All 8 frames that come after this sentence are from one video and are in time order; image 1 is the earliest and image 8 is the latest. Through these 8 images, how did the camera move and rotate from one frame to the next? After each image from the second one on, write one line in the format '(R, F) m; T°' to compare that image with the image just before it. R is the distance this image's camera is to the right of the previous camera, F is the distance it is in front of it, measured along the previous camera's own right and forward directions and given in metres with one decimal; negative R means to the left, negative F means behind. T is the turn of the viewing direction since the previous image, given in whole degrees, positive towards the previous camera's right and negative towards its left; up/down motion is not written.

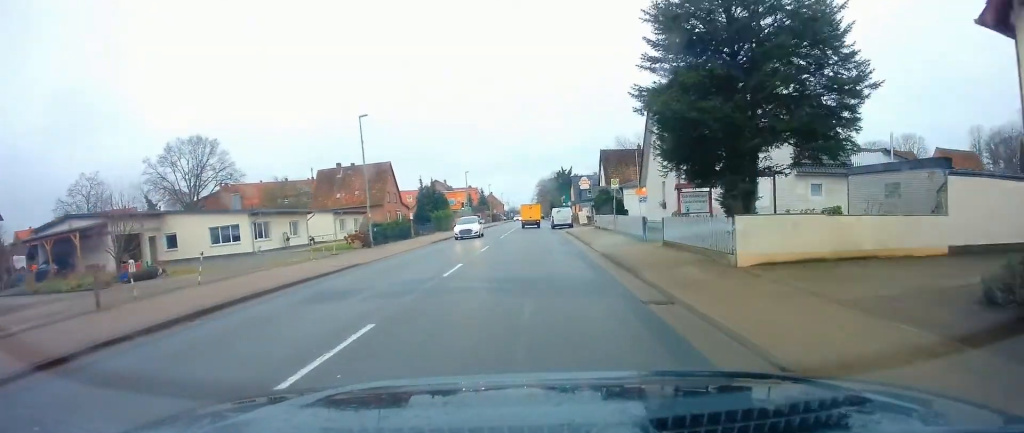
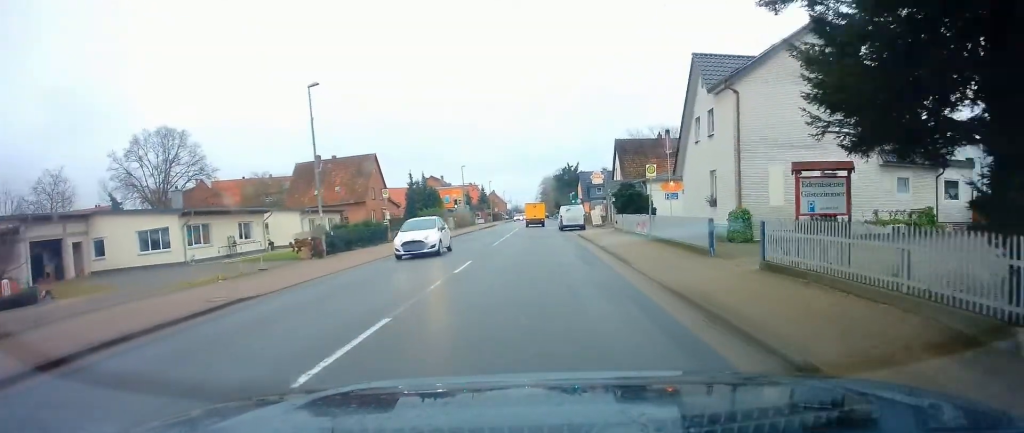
(-0.2, +8.5) m; 0°
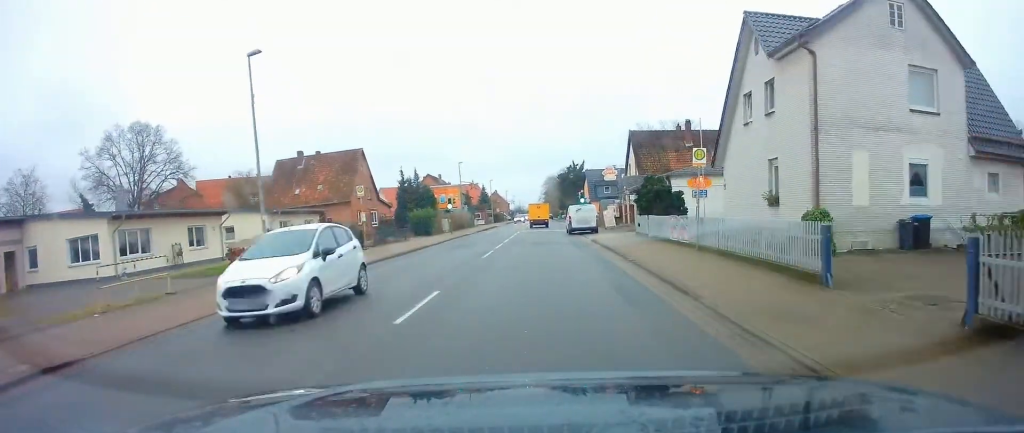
(+0.1, +6.2) m; 0°
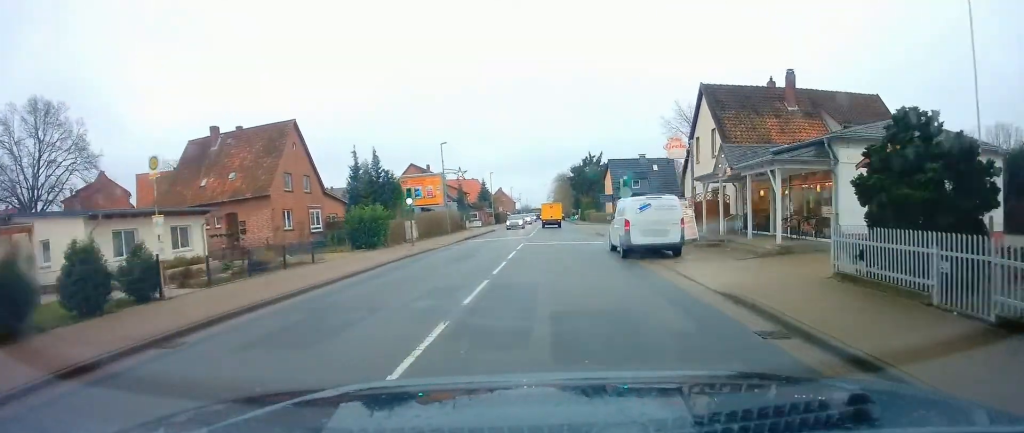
(-0.2, +18.7) m; -1°
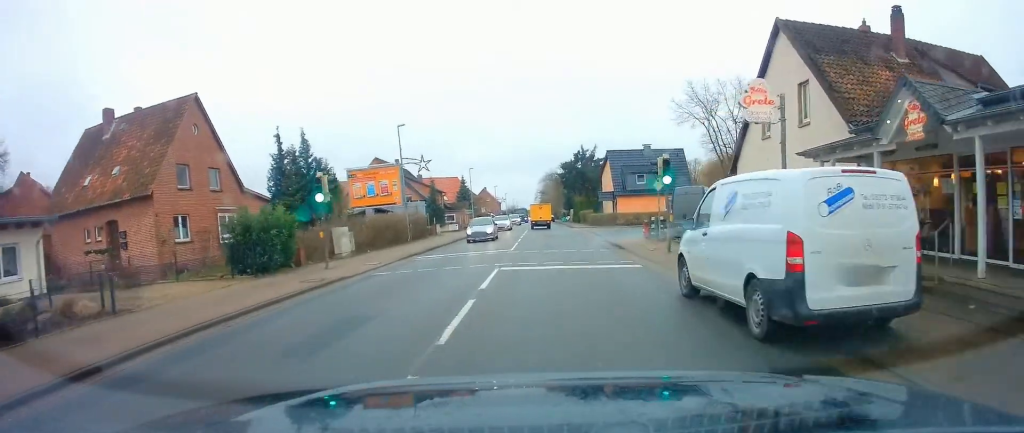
(0.0, +11.4) m; +1°
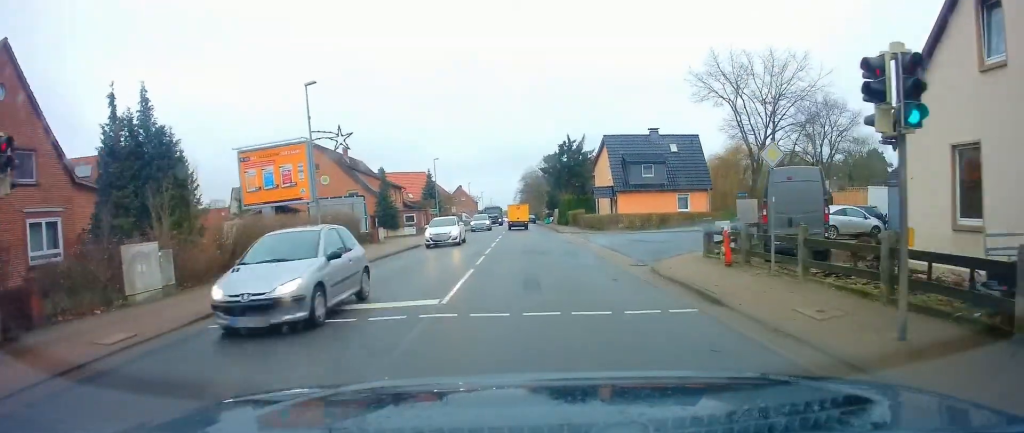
(+0.2, +13.1) m; +2°
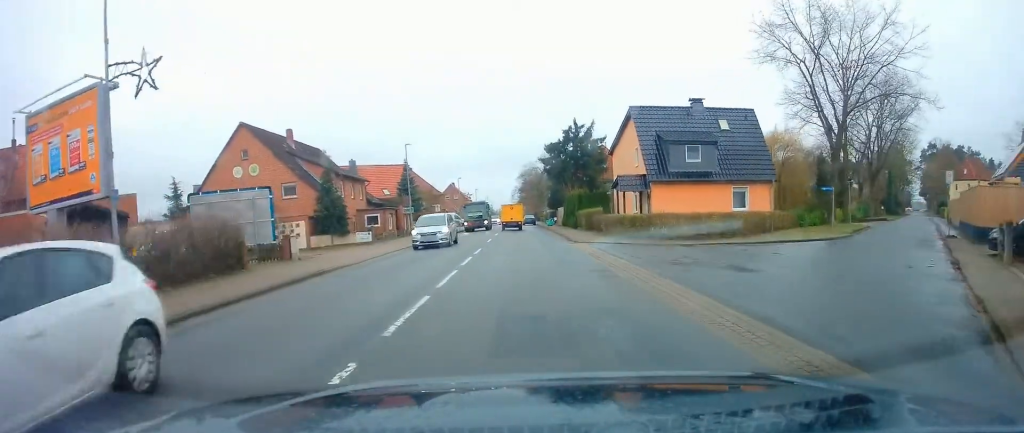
(+0.3, +13.8) m; +1°
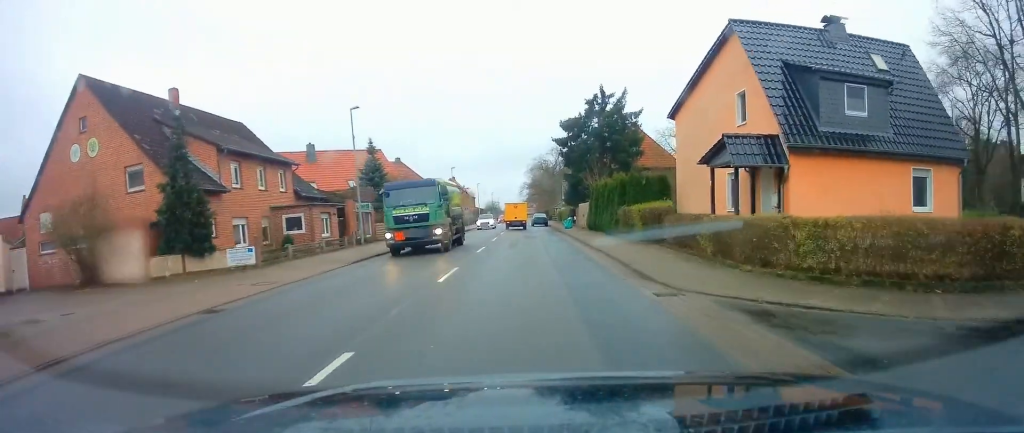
(-0.1, +17.2) m; -2°
